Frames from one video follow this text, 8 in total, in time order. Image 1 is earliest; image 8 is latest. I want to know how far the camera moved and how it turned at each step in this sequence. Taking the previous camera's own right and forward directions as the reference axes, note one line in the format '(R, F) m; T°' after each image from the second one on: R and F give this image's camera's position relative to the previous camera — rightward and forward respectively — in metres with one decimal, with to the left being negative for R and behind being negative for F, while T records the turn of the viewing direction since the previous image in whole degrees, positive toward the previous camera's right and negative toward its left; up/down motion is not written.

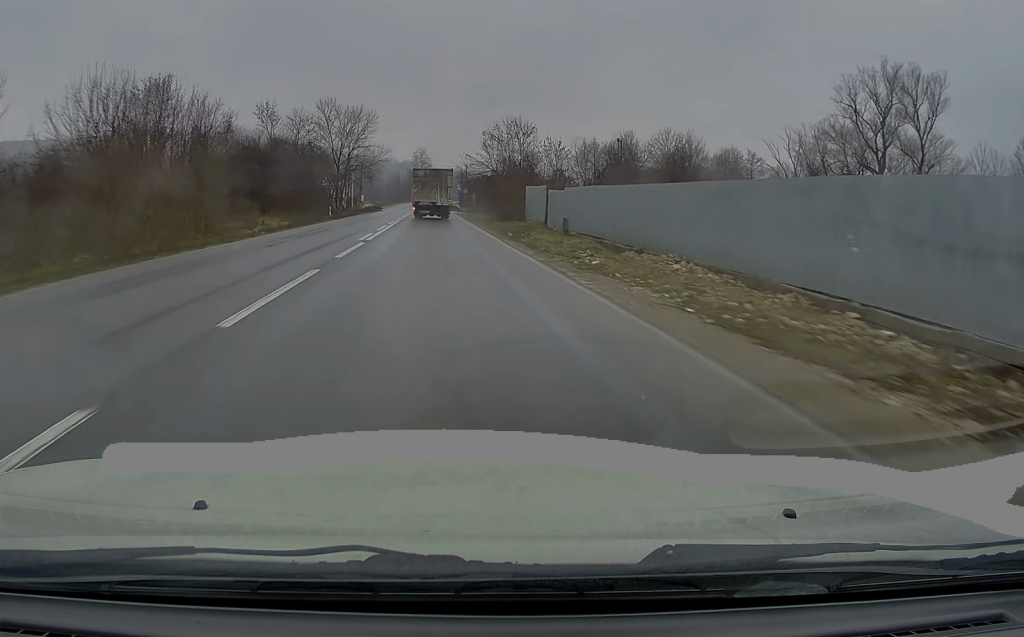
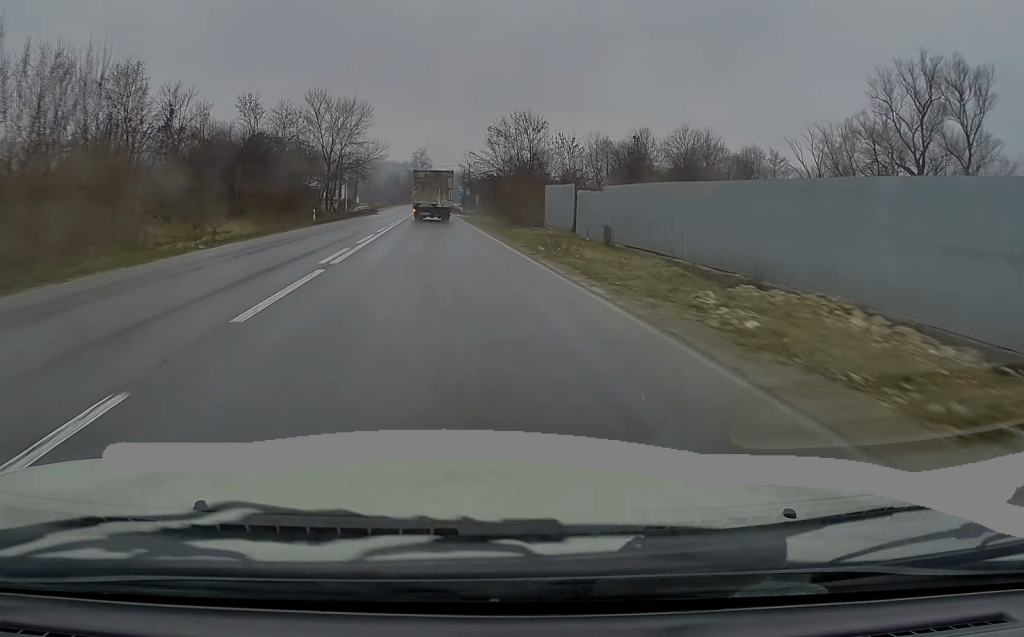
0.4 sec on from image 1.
(0.0, +8.6) m; 0°
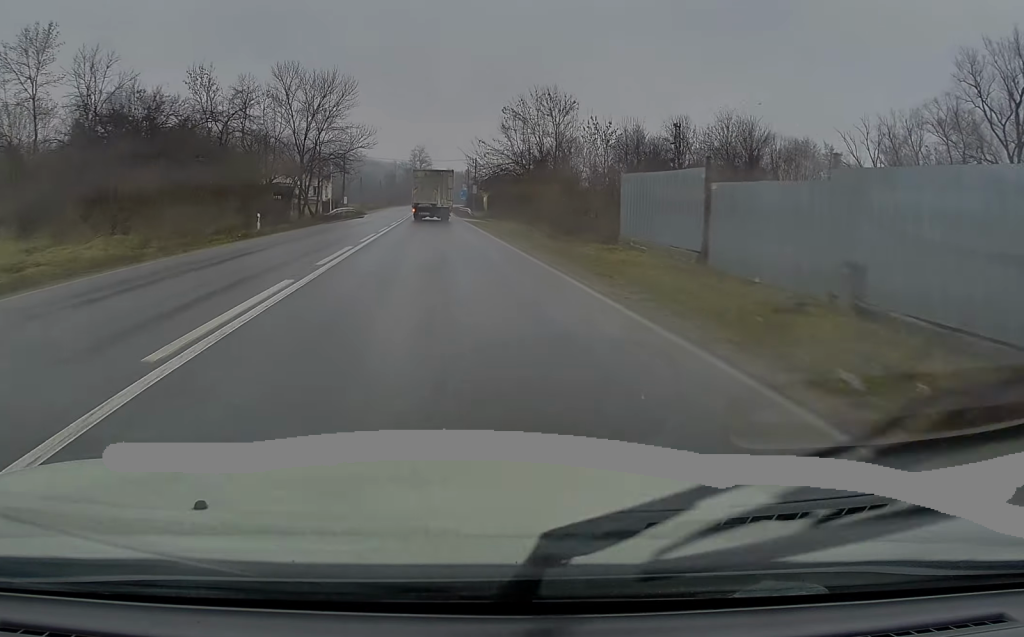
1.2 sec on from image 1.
(0.0, +17.1) m; 0°
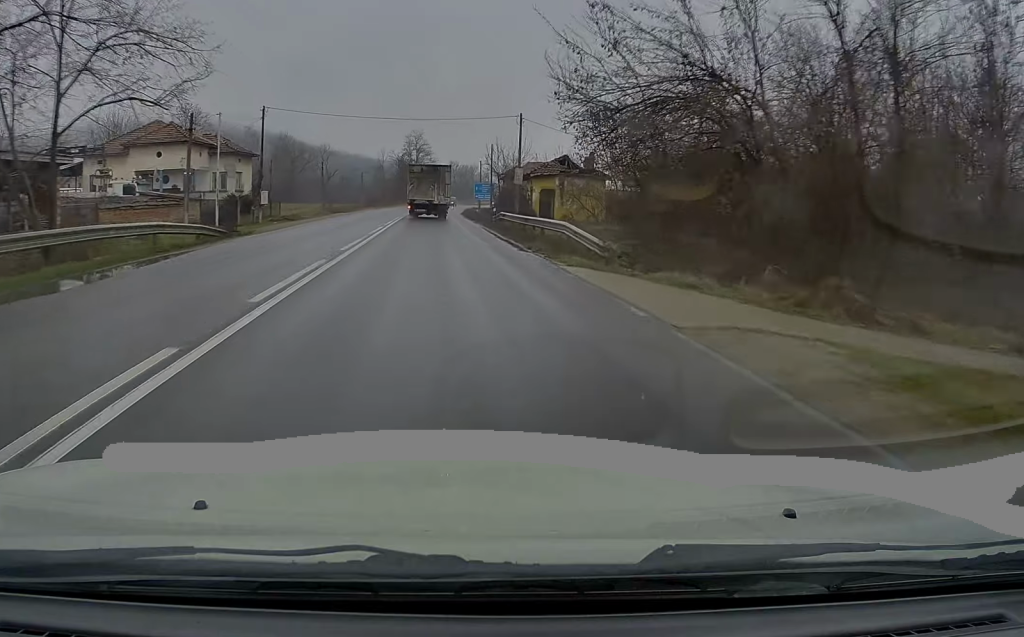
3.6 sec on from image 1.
(+0.5, +50.2) m; +1°
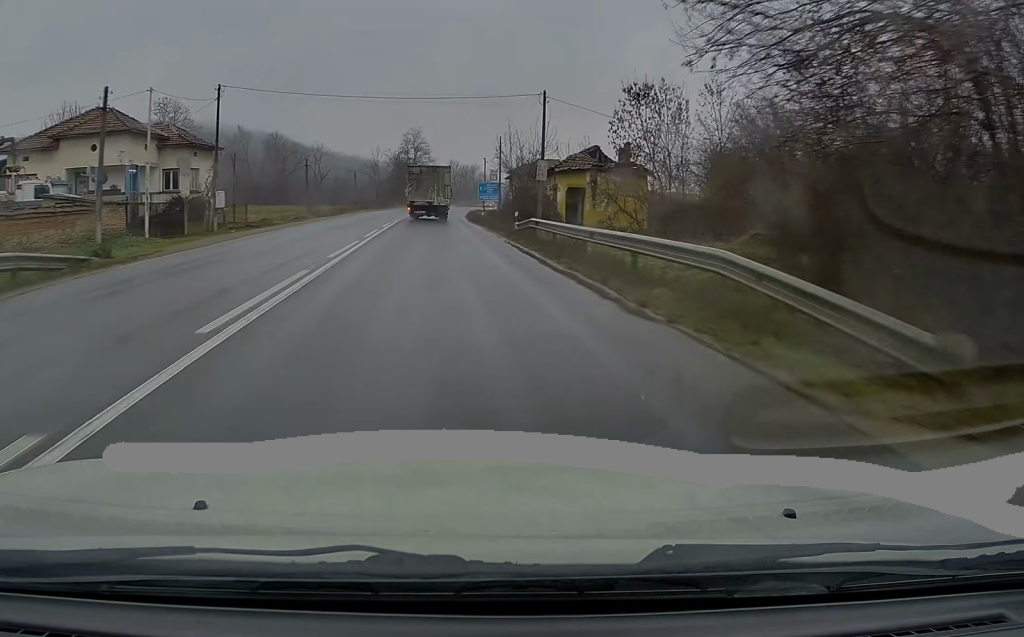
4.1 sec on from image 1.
(-0.2, +11.1) m; 0°
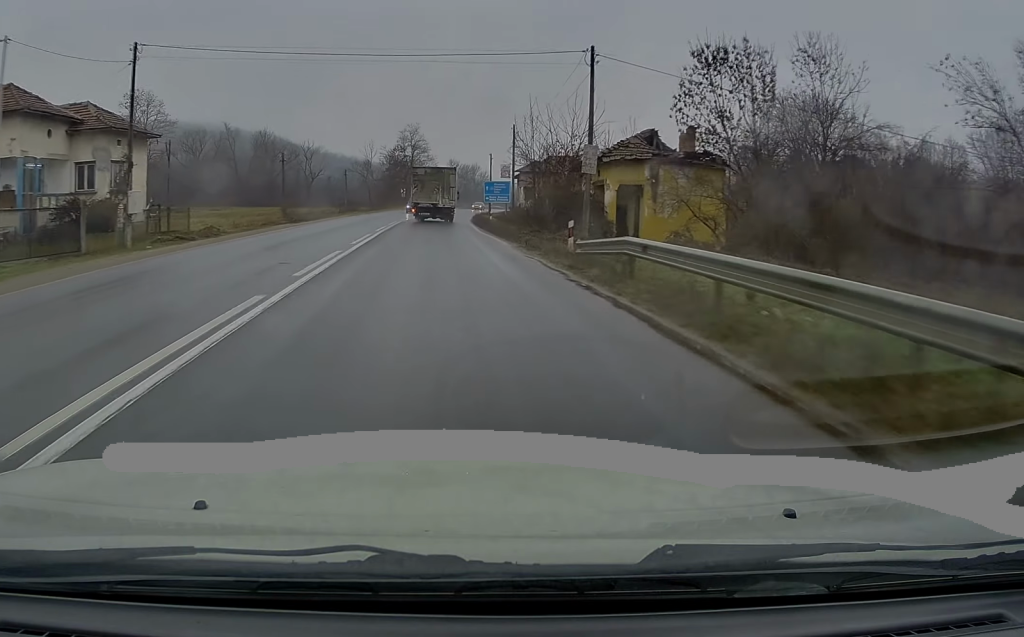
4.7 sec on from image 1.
(+0.3, +12.3) m; 0°
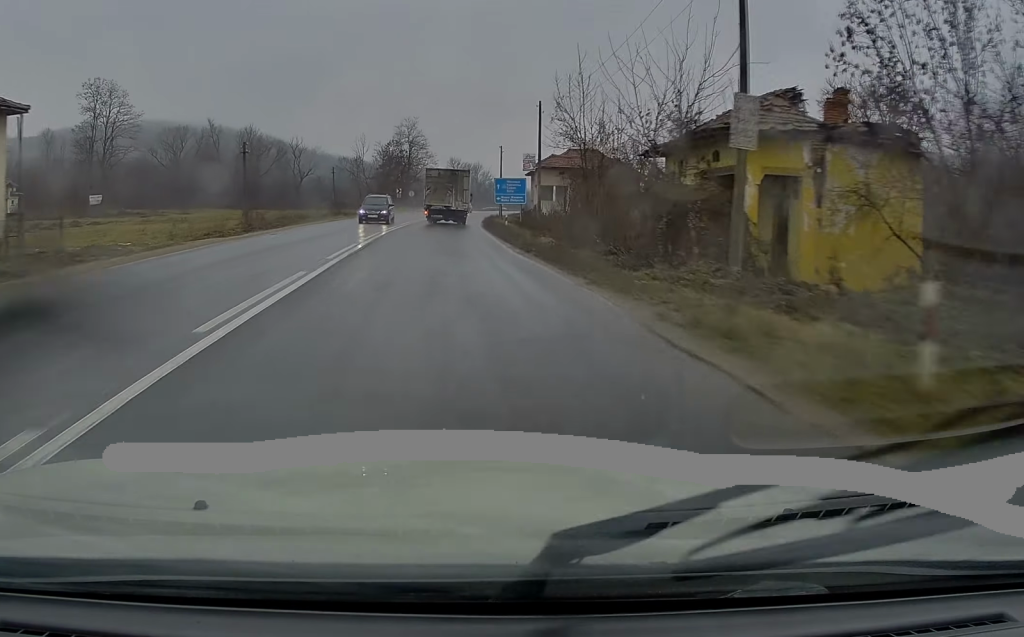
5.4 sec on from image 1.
(0.0, +14.2) m; 0°
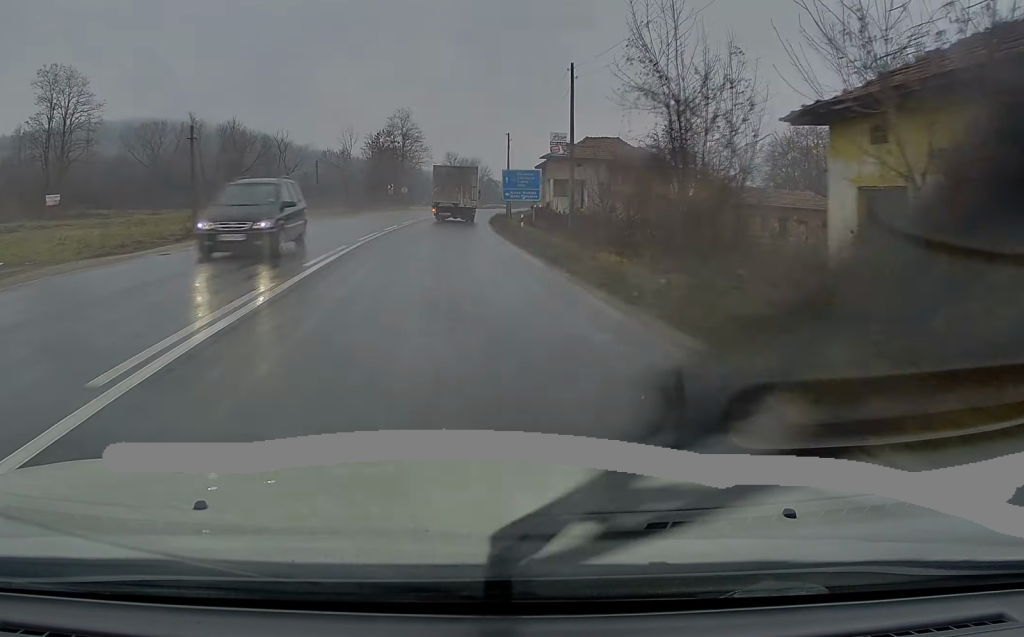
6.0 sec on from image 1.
(-0.3, +11.4) m; 0°
